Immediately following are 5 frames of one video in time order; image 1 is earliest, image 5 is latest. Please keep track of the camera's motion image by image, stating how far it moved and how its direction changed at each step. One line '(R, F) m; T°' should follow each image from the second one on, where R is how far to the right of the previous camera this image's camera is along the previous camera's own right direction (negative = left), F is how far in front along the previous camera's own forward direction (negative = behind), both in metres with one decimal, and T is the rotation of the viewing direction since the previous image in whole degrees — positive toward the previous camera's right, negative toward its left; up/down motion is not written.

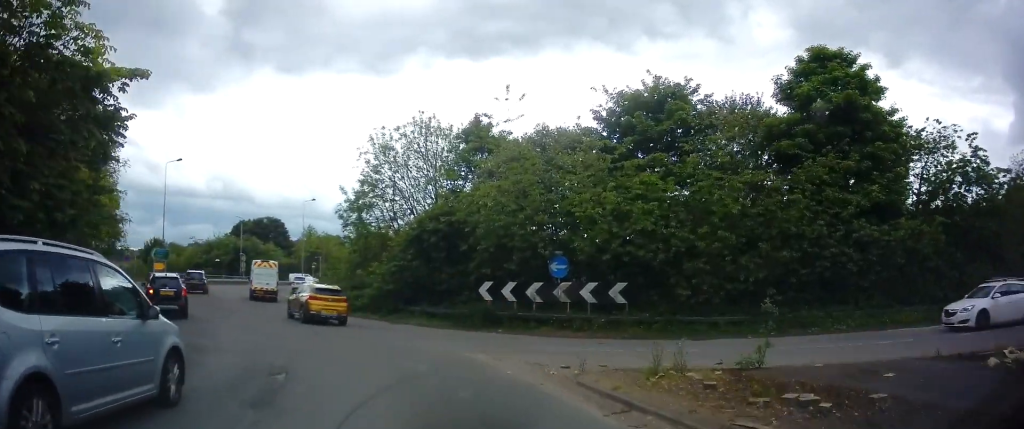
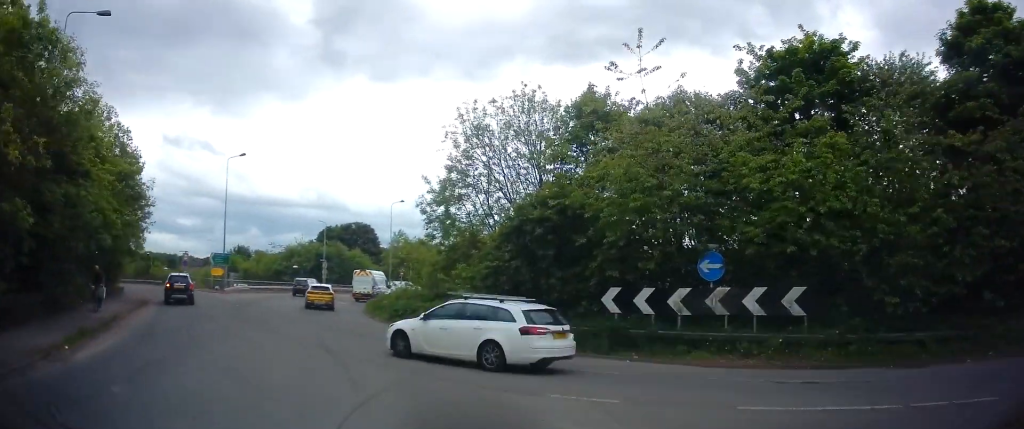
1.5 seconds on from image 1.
(-0.6, +6.9) m; -13°
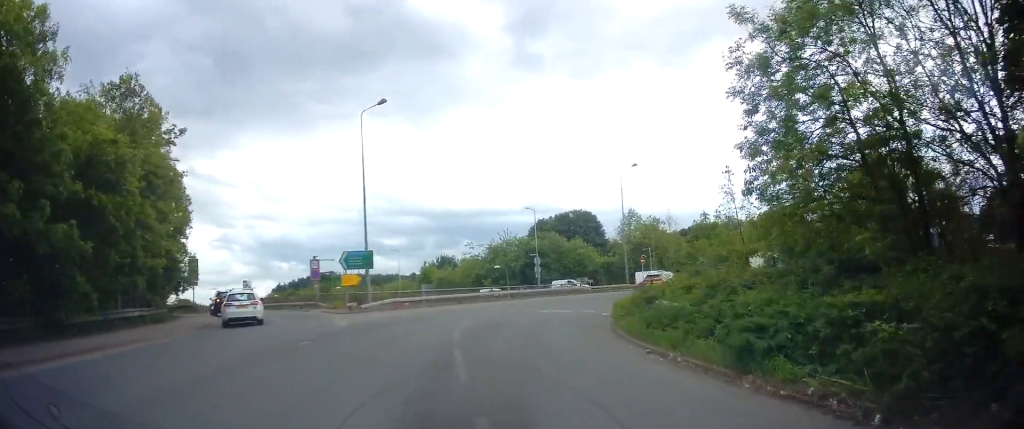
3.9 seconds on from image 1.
(-3.2, +17.4) m; -16°
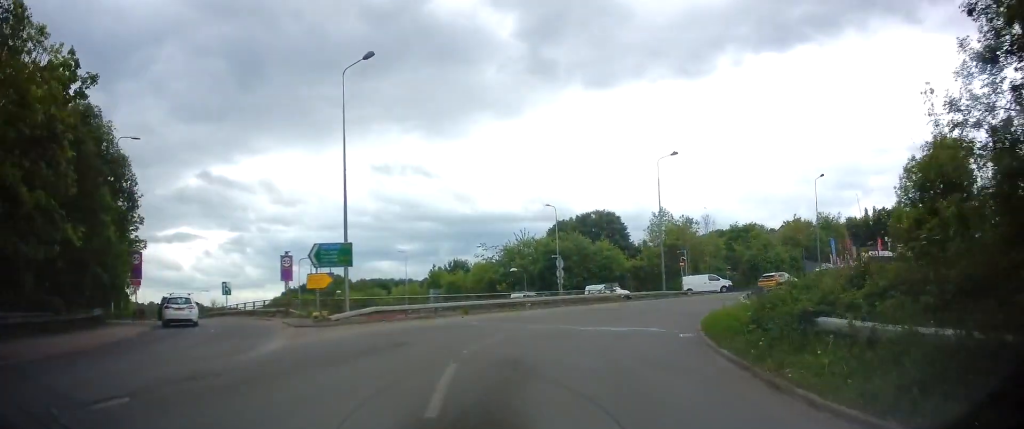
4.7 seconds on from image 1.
(-0.3, +7.8) m; -2°
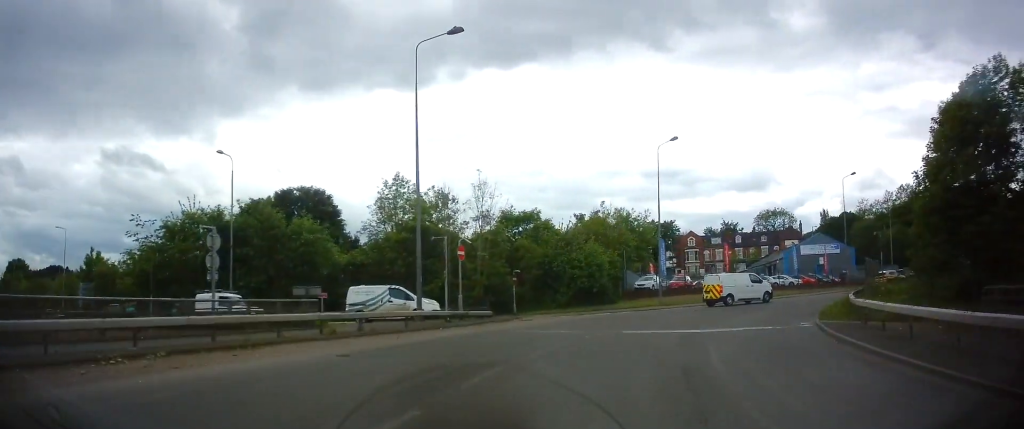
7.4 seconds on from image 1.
(+3.6, +27.1) m; +23°
